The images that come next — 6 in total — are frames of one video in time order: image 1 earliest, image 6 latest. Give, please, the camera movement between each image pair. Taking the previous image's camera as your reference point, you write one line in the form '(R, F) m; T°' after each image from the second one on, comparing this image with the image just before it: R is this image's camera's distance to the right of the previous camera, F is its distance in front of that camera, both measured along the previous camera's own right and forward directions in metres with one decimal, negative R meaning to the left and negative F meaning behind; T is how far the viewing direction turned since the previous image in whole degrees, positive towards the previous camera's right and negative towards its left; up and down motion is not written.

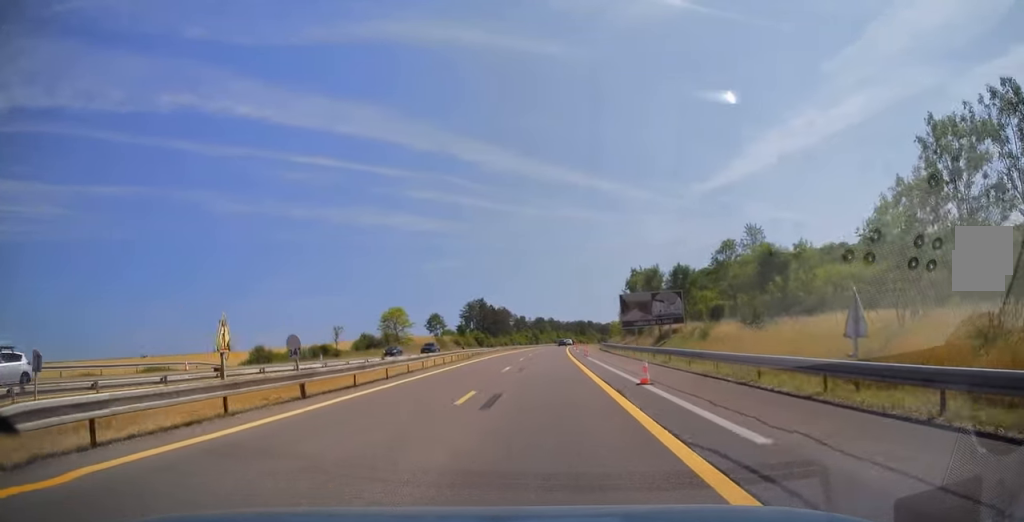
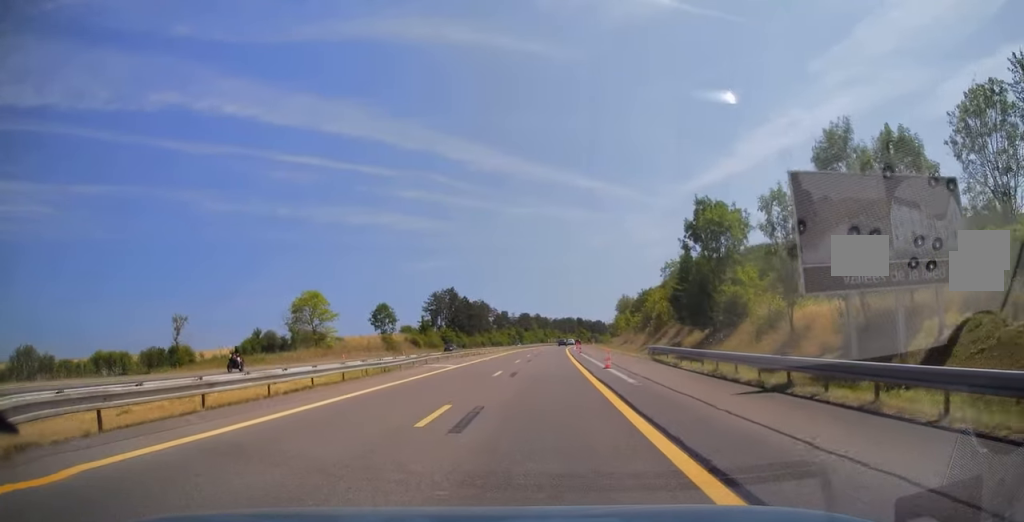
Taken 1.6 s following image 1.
(+0.5, +41.8) m; +2°
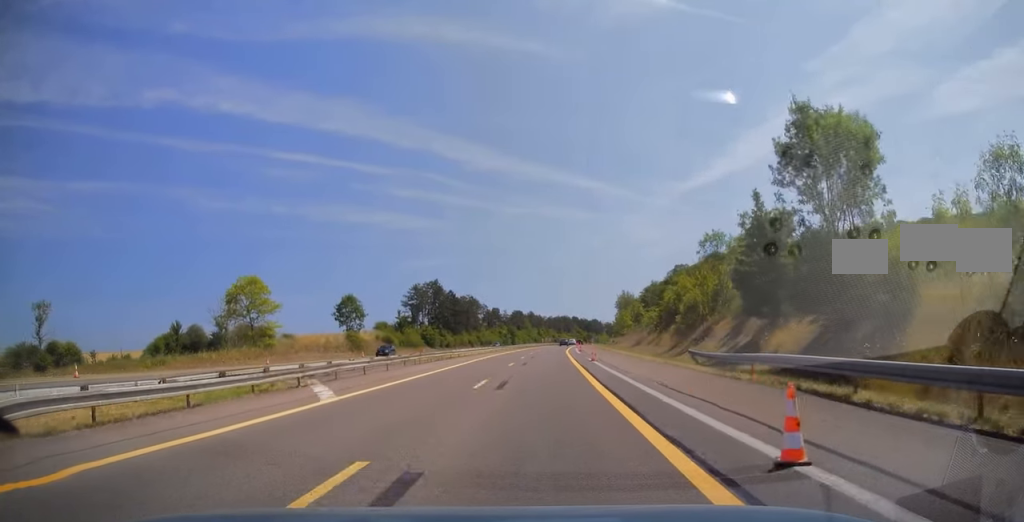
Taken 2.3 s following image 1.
(+0.1, +18.5) m; +1°
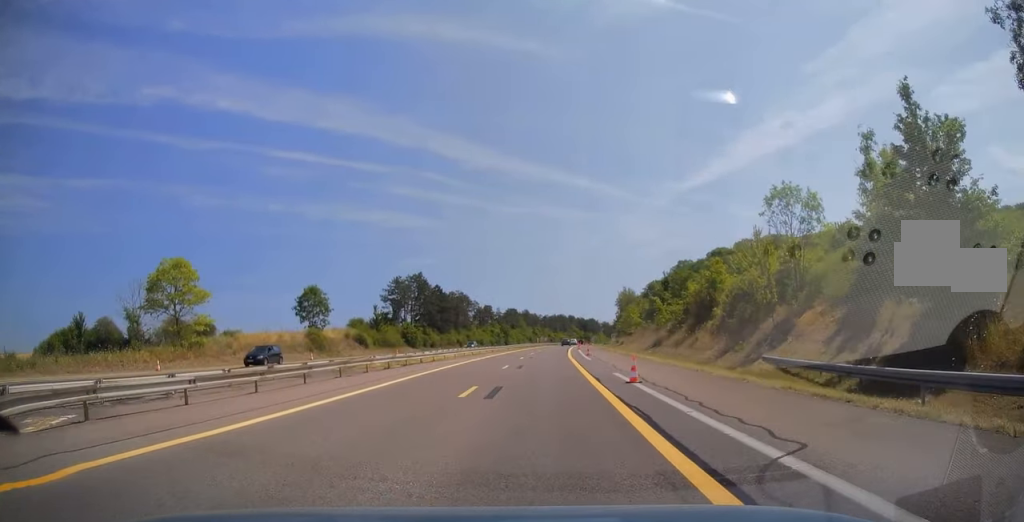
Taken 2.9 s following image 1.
(-0.1, +15.5) m; +1°
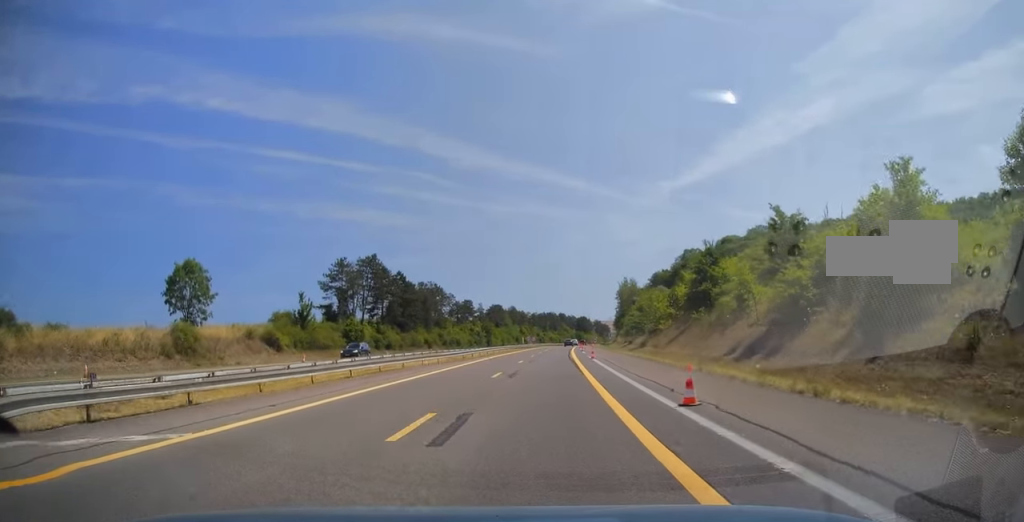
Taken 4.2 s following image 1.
(+0.5, +31.6) m; +1°
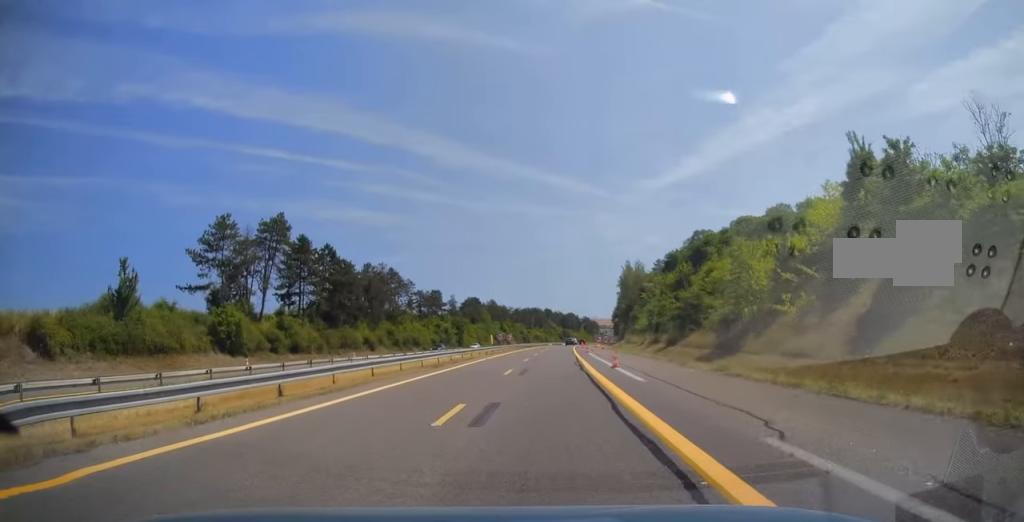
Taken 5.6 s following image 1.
(0.0, +37.4) m; +1°
